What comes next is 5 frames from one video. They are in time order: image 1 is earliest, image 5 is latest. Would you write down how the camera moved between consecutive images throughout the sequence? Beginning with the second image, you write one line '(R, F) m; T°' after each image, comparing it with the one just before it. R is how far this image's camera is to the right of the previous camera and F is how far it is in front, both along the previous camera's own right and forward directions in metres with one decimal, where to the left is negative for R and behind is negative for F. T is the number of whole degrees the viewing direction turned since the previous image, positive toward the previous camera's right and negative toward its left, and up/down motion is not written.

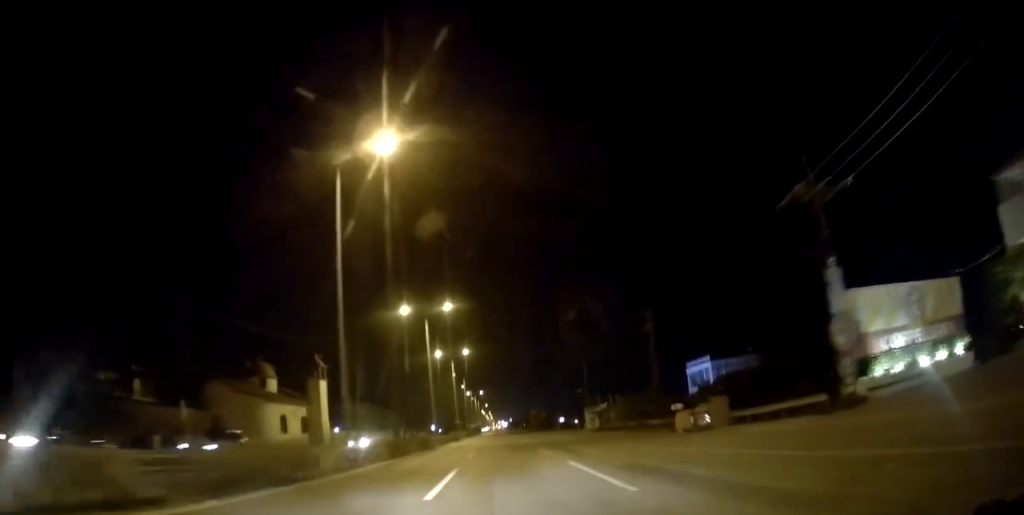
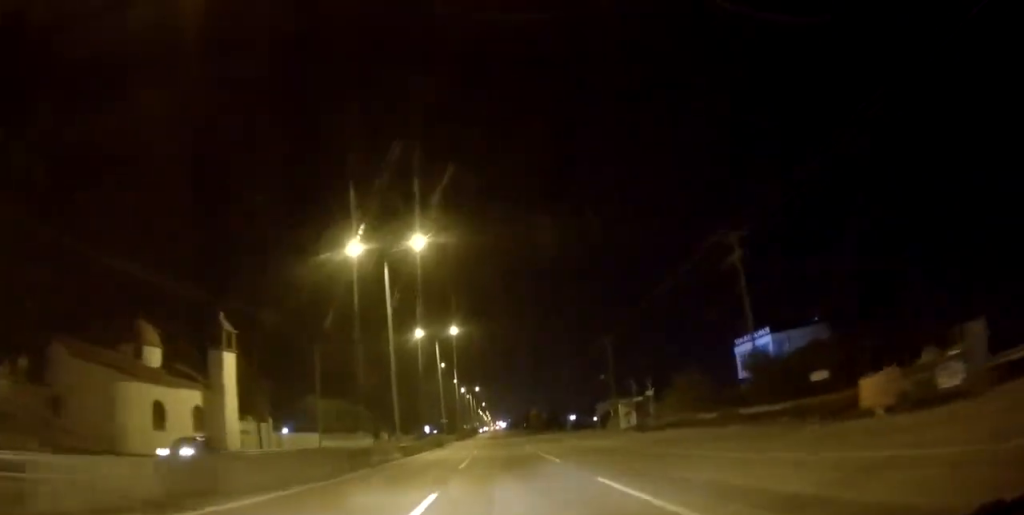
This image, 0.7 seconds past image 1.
(+0.2, +19.9) m; 0°
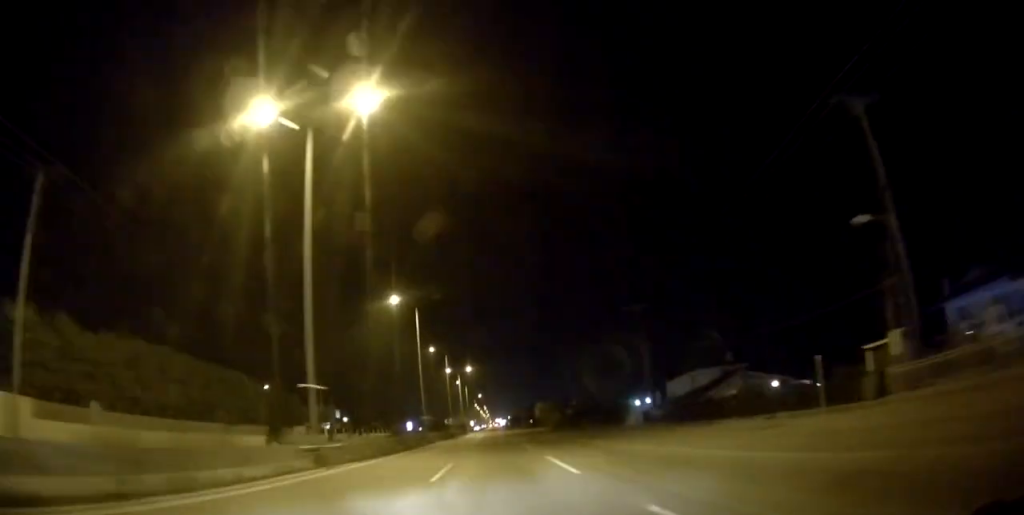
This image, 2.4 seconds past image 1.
(-0.4, +48.4) m; -1°
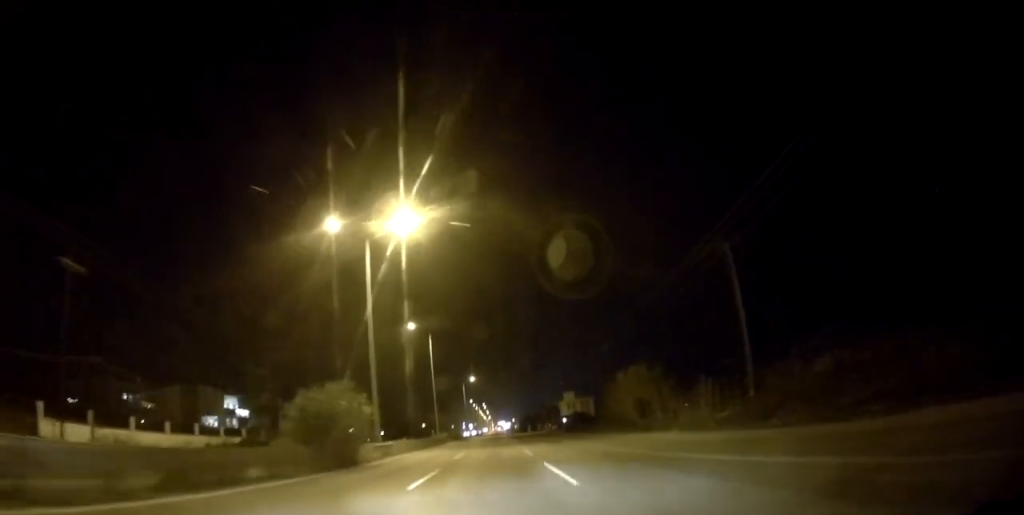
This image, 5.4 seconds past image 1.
(+0.8, +87.2) m; 0°
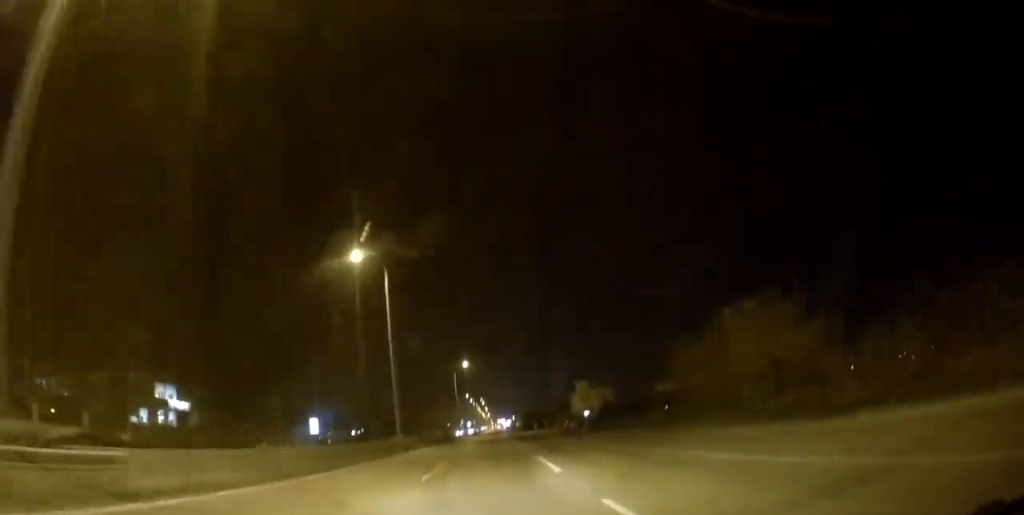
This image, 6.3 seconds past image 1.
(+0.1, +26.3) m; +1°
